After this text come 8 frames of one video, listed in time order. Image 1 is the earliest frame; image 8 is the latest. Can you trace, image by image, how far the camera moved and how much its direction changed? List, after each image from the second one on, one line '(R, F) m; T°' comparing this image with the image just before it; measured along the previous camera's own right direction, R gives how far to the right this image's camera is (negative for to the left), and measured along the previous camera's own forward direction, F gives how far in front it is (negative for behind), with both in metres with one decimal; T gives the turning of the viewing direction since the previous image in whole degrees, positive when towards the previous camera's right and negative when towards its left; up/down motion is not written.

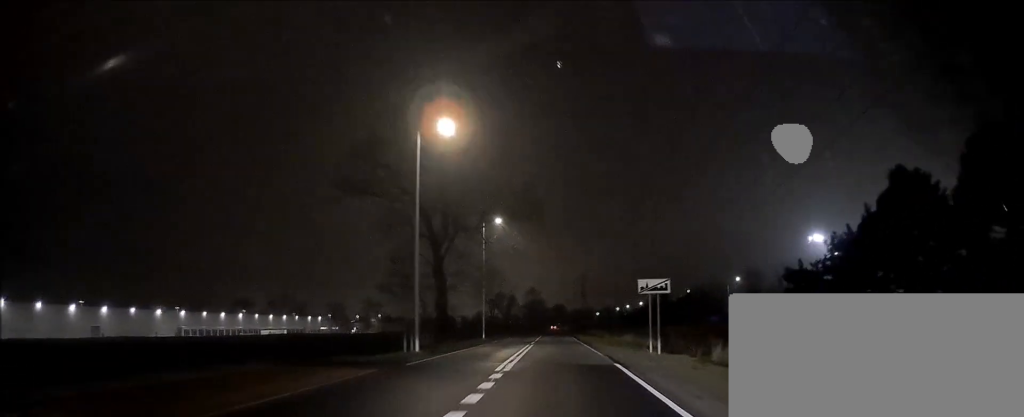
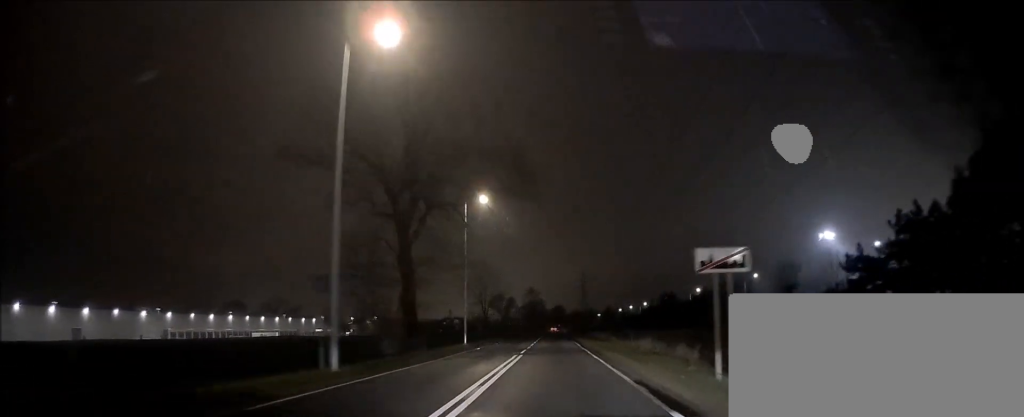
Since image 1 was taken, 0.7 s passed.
(-0.2, +9.8) m; -1°
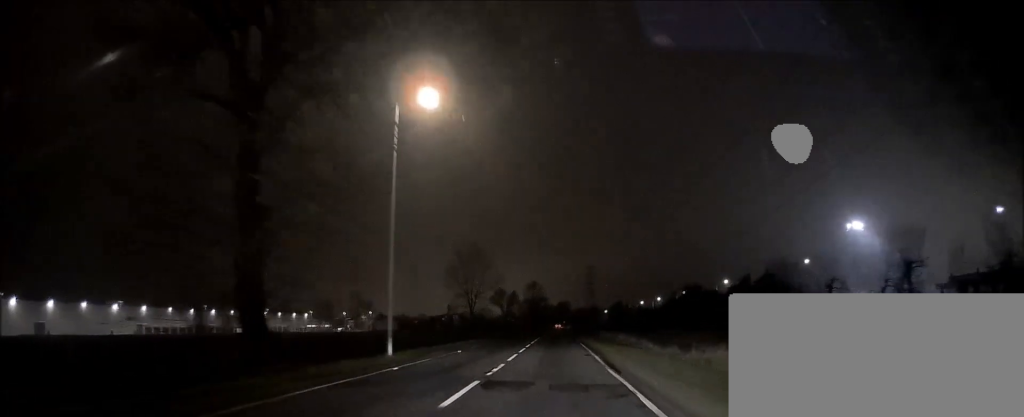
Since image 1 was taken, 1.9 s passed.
(0.0, +18.9) m; 0°
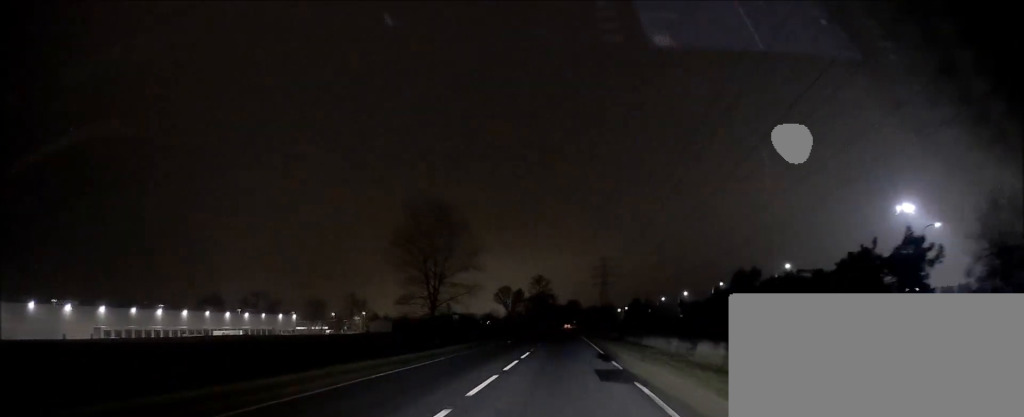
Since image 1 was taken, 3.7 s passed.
(-0.2, +27.3) m; +1°
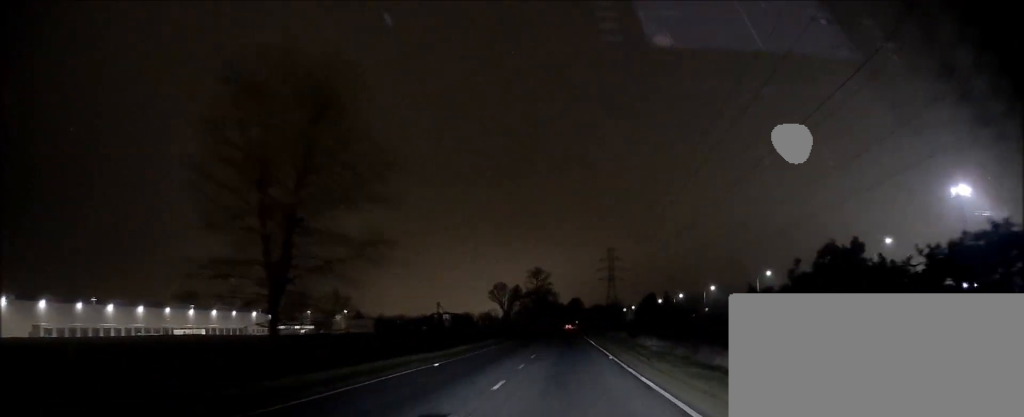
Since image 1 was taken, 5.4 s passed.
(0.0, +27.8) m; -2°
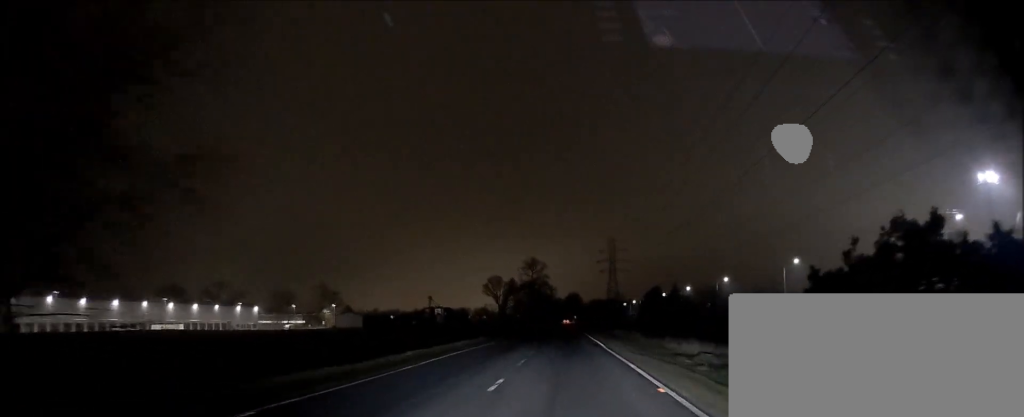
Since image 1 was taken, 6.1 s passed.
(-0.1, +12.5) m; 0°
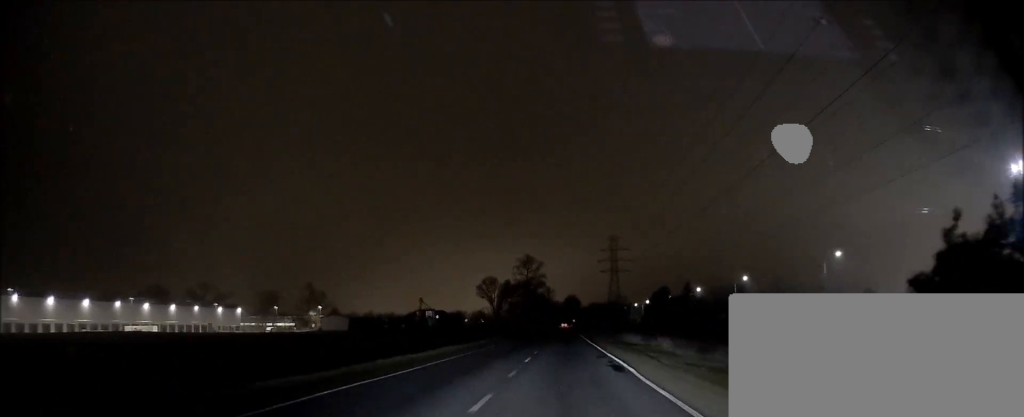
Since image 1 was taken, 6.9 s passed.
(0.0, +13.3) m; +1°
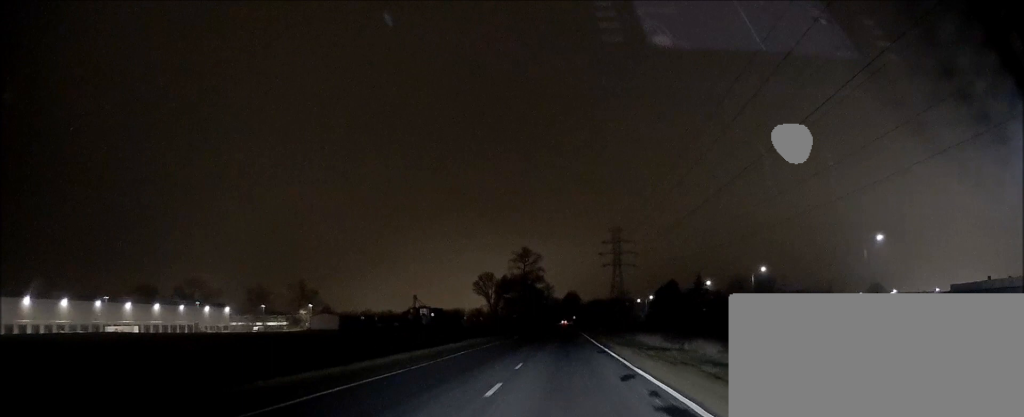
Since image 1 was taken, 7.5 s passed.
(+0.2, +10.1) m; 0°
